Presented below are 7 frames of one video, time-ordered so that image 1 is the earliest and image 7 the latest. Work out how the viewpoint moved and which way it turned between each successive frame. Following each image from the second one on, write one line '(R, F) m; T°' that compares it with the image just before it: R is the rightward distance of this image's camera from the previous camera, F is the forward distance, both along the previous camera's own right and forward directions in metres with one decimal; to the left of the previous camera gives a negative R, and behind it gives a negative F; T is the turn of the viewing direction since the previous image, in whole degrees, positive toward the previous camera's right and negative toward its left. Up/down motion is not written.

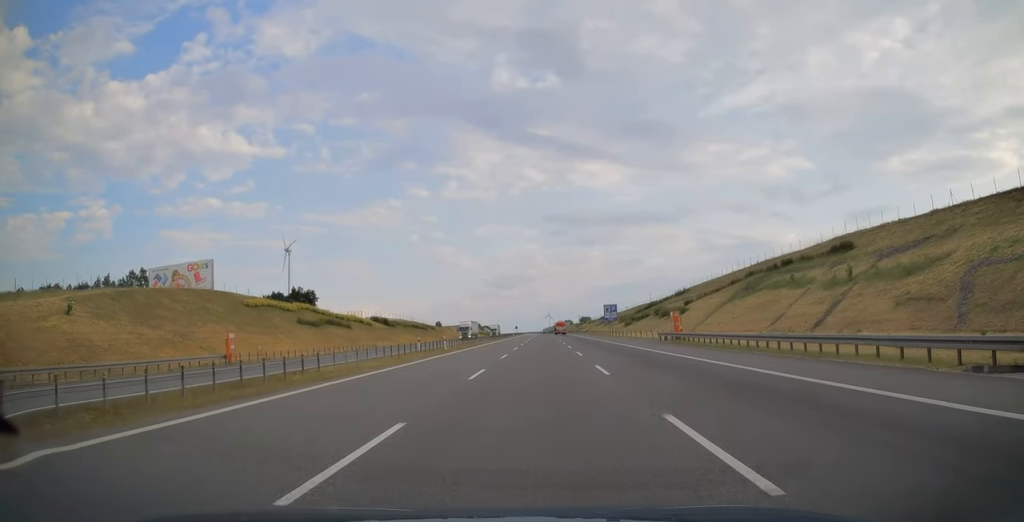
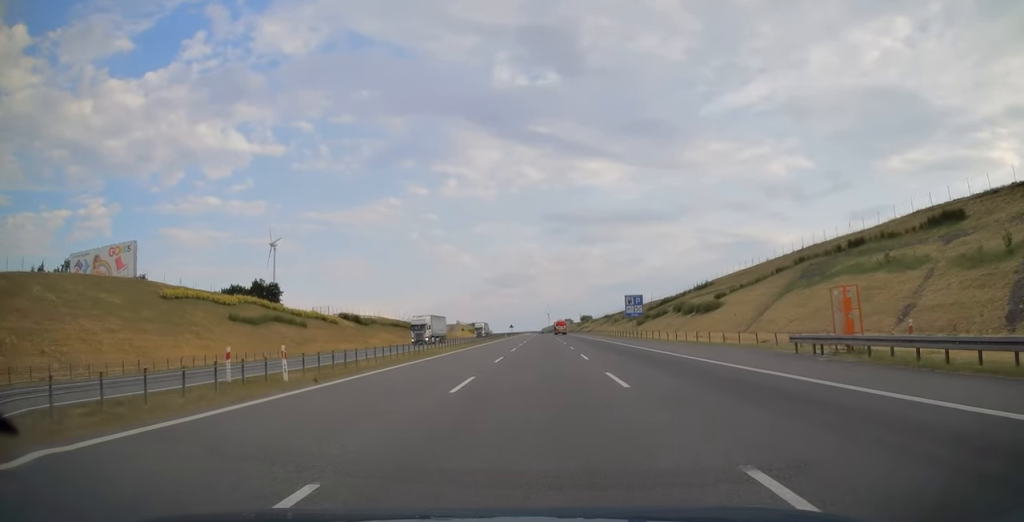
(-0.1, +27.4) m; 0°
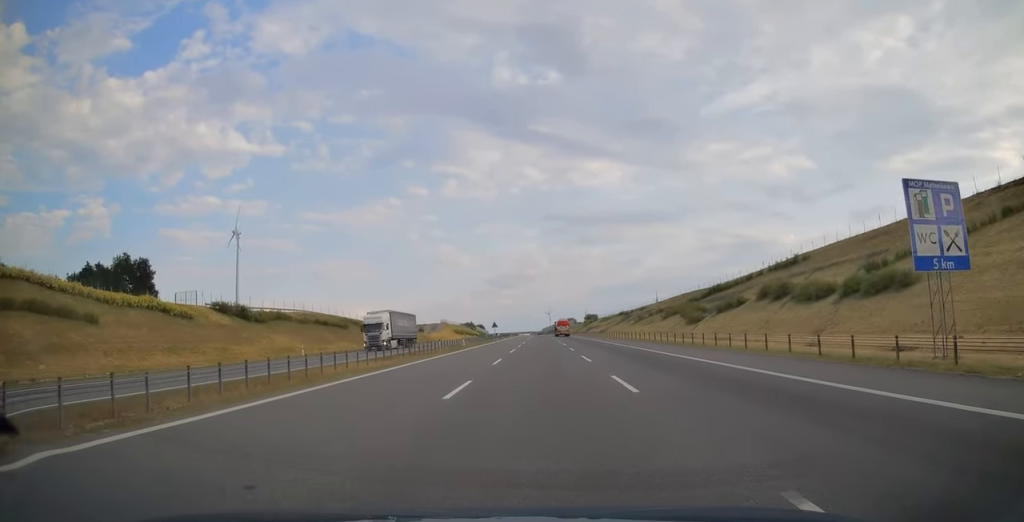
(0.0, +60.9) m; 0°
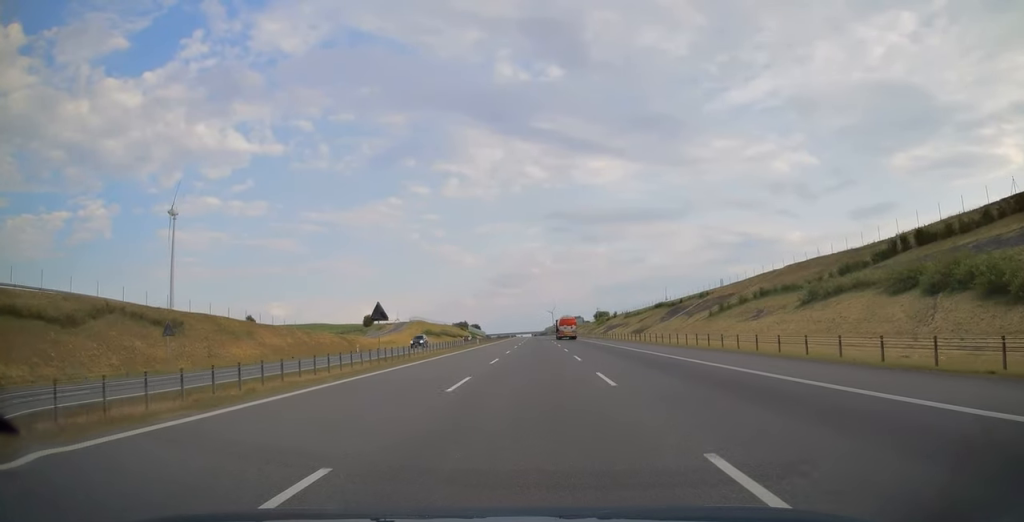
(-0.1, +82.1) m; 0°
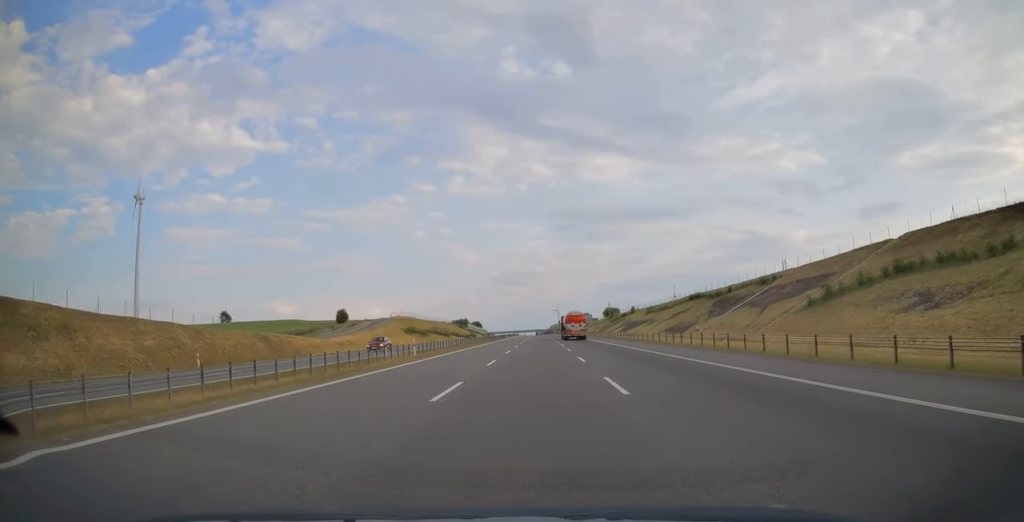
(-0.1, +38.0) m; 0°
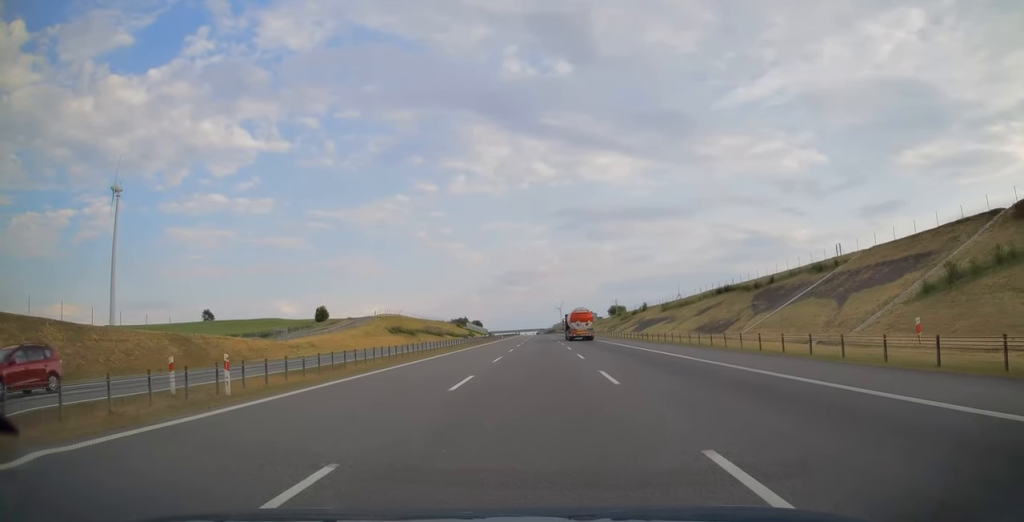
(-0.1, +21.8) m; 0°
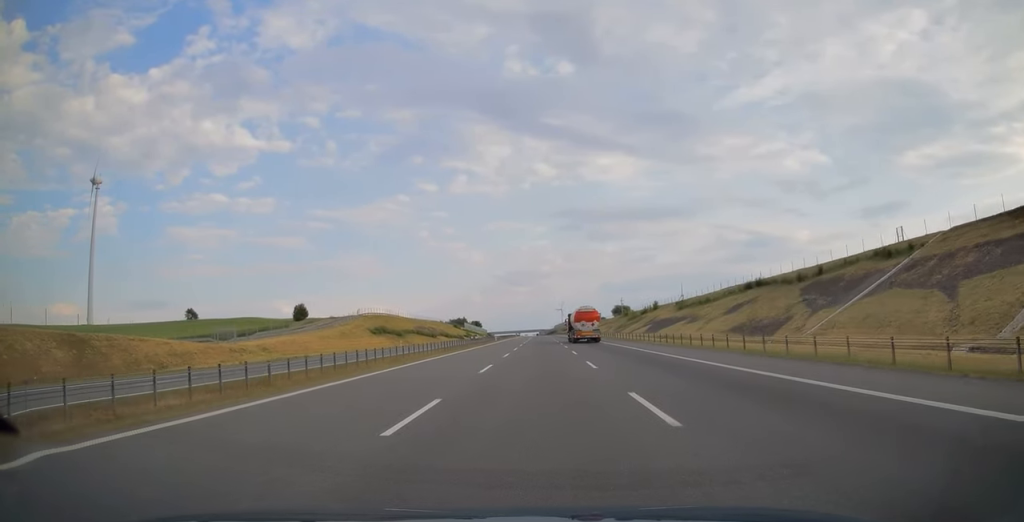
(0.0, +17.9) m; 0°
